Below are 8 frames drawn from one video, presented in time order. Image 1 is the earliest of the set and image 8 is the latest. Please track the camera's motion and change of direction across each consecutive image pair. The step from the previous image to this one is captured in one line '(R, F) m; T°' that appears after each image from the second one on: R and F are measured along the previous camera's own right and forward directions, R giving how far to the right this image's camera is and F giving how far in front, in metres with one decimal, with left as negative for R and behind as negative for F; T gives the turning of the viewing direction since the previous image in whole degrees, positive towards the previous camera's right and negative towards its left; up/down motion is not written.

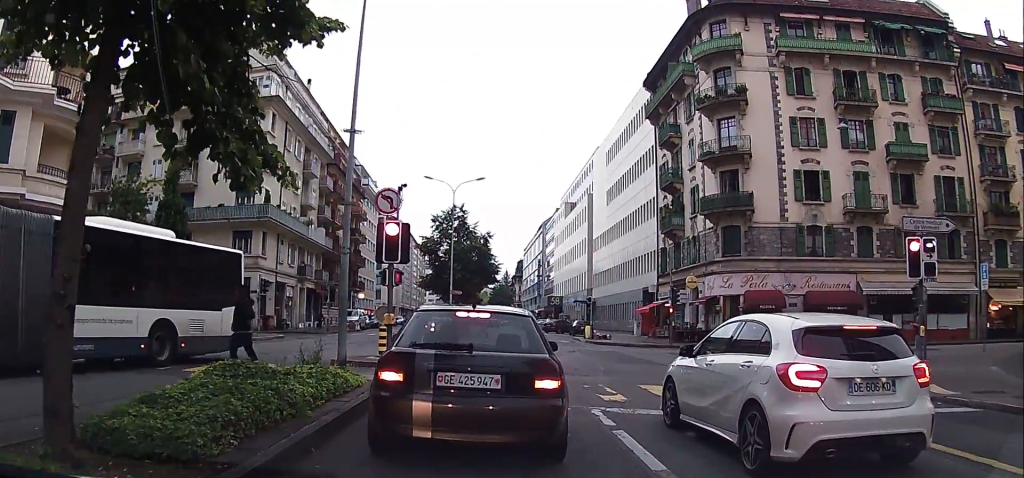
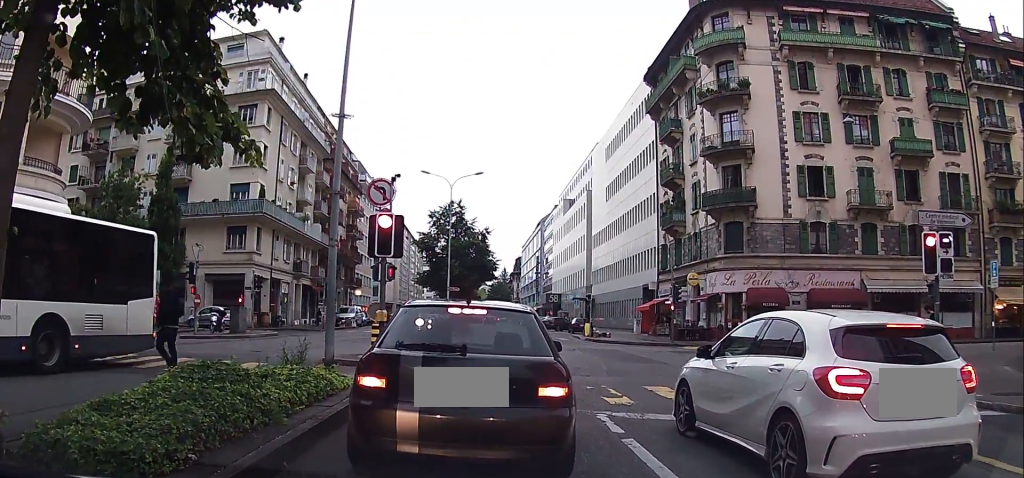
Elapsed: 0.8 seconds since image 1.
(+0.2, +0.9) m; 0°
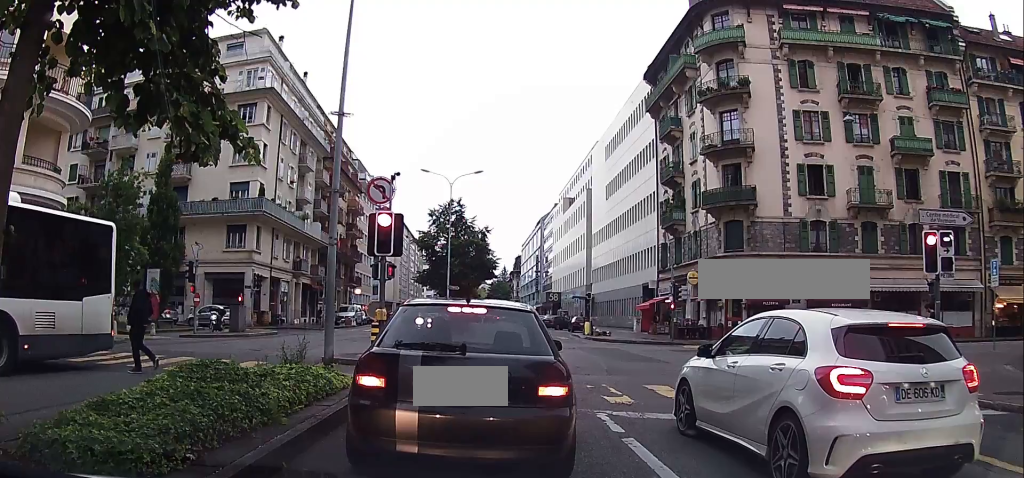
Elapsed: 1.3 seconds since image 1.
(0.0, 0.0) m; 0°
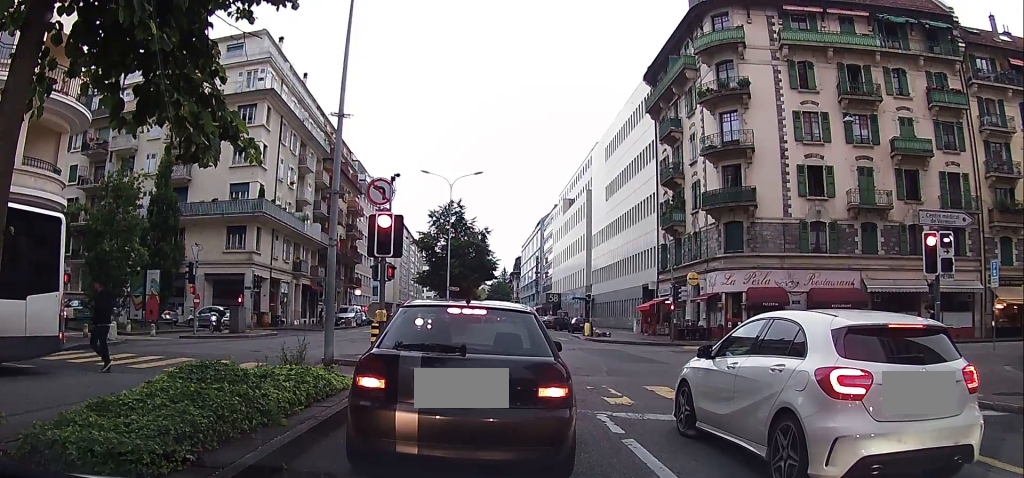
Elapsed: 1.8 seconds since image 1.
(0.0, 0.0) m; 0°
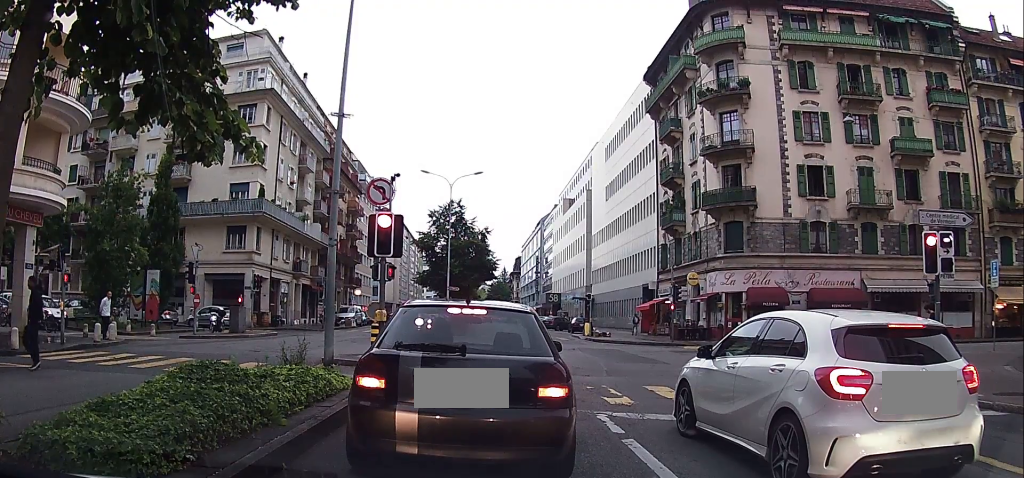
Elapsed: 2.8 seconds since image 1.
(0.0, 0.0) m; 0°
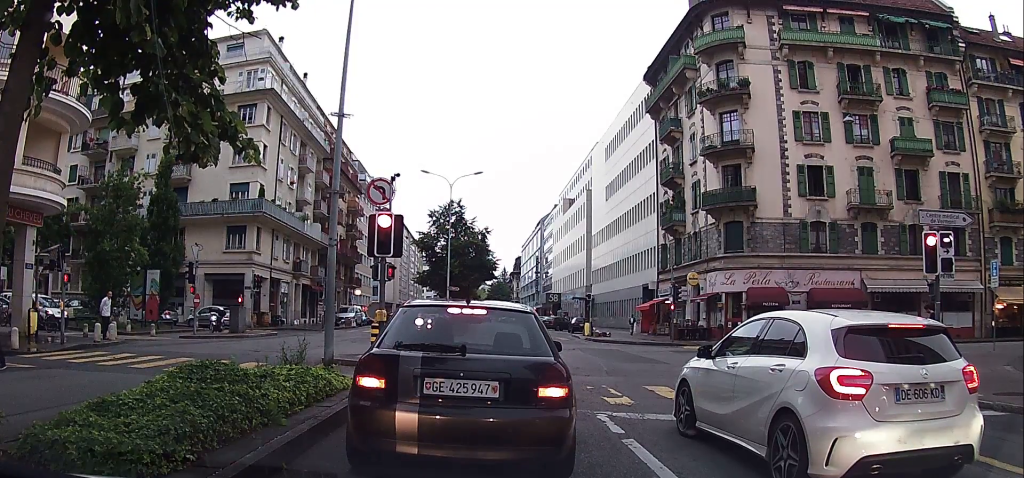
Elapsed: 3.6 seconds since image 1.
(0.0, 0.0) m; 0°
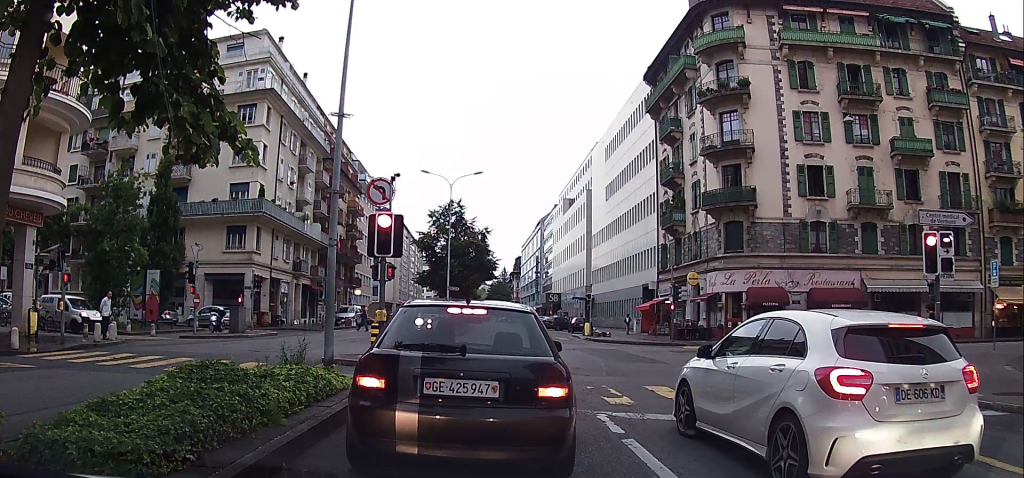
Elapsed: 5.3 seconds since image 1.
(0.0, 0.0) m; 0°
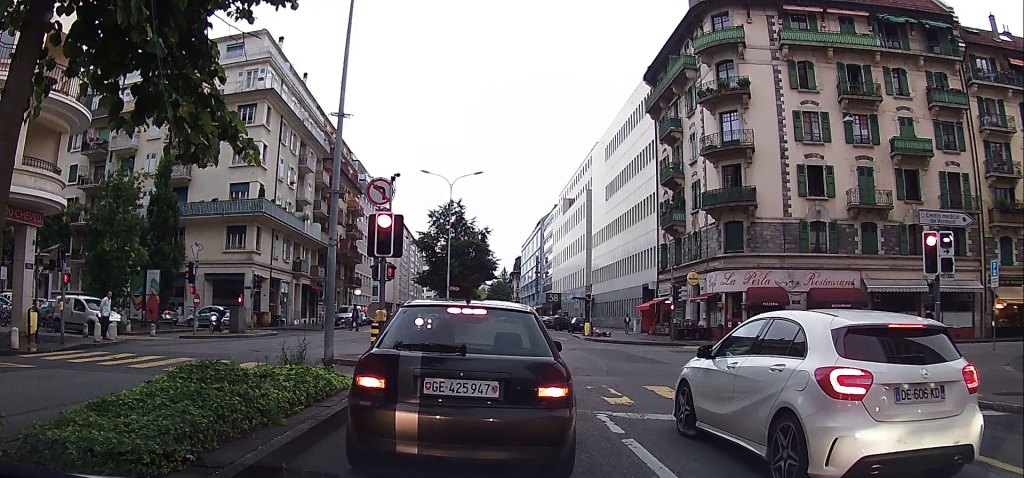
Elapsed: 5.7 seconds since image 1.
(0.0, 0.0) m; 0°
